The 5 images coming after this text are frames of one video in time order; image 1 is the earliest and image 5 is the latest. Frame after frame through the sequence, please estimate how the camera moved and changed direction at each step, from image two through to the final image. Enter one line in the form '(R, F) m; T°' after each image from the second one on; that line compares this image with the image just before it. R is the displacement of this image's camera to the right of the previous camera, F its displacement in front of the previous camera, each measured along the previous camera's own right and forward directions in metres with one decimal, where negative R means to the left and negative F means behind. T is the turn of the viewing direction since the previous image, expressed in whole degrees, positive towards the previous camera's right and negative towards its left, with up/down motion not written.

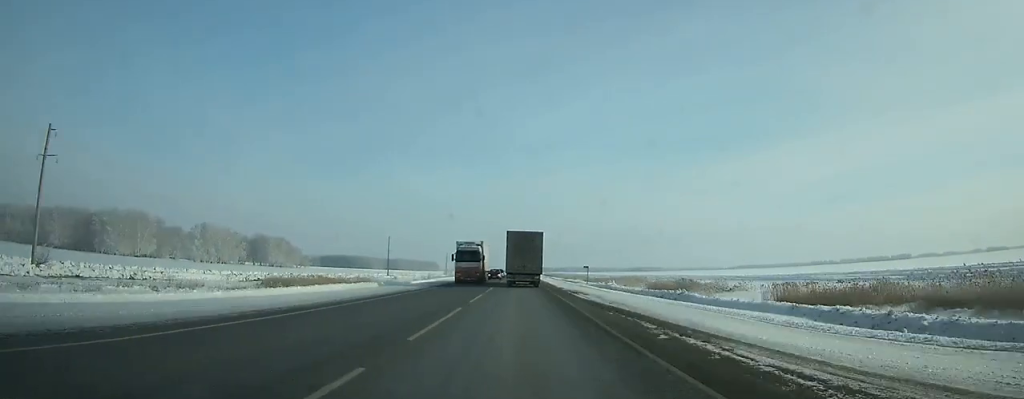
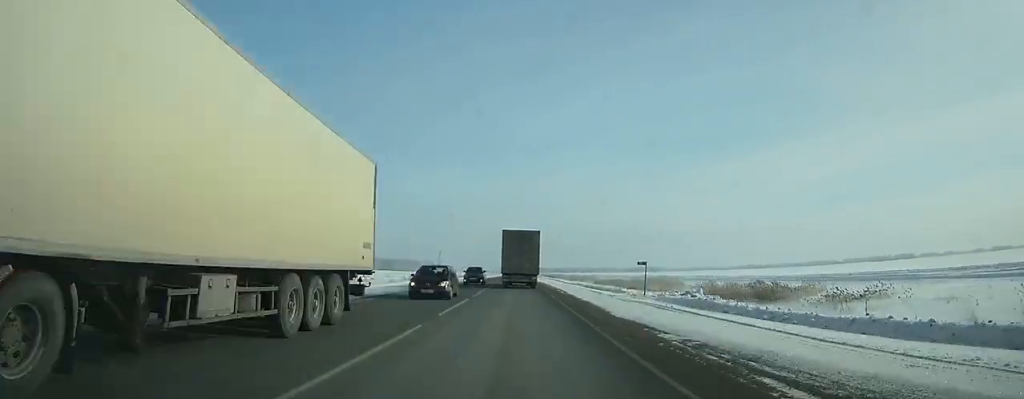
(-0.1, +30.7) m; 0°
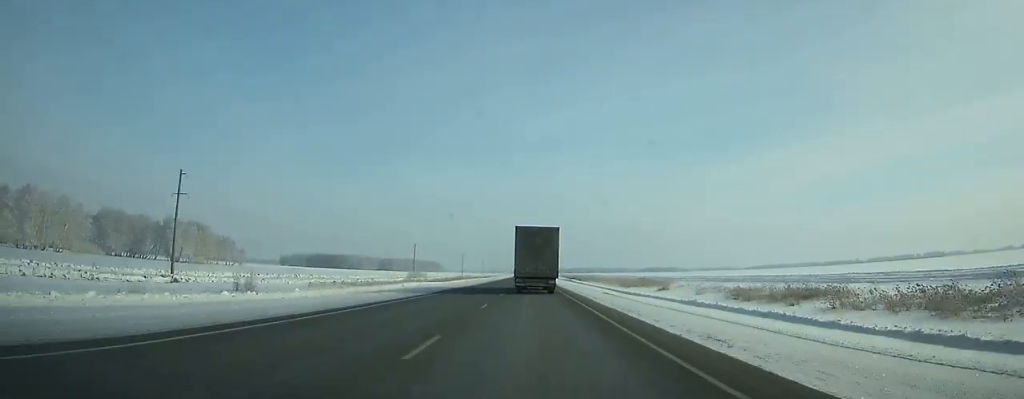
(-0.3, +102.2) m; 0°
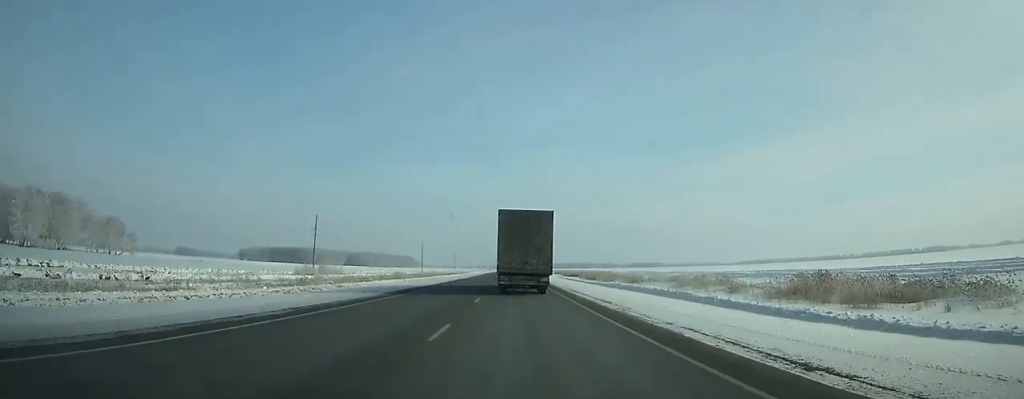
(+0.7, +89.5) m; 0°
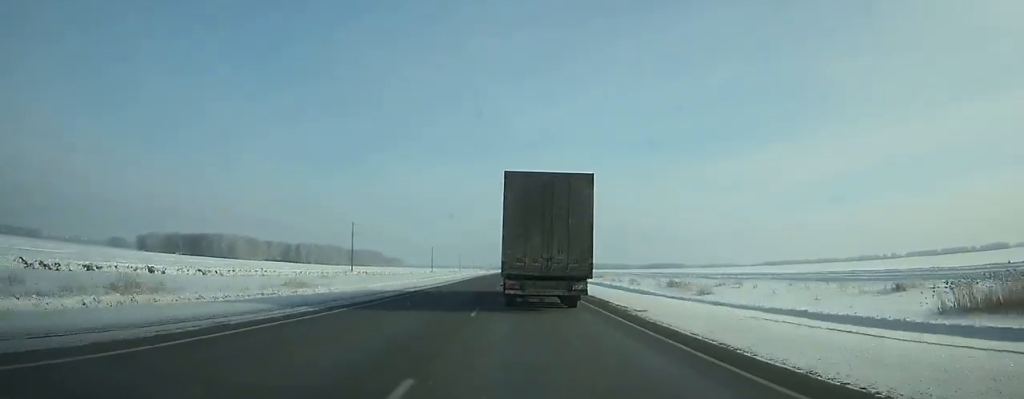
(-1.7, +258.2) m; 0°
